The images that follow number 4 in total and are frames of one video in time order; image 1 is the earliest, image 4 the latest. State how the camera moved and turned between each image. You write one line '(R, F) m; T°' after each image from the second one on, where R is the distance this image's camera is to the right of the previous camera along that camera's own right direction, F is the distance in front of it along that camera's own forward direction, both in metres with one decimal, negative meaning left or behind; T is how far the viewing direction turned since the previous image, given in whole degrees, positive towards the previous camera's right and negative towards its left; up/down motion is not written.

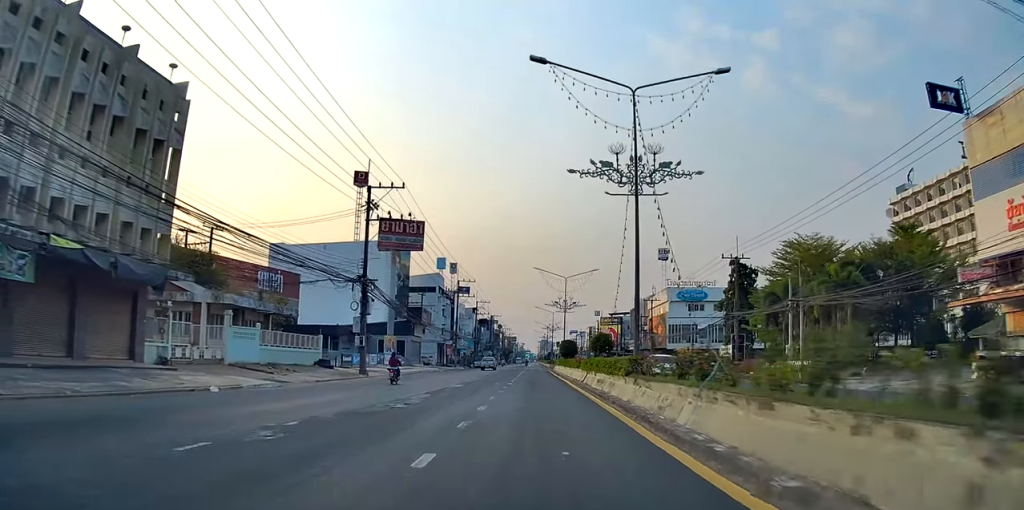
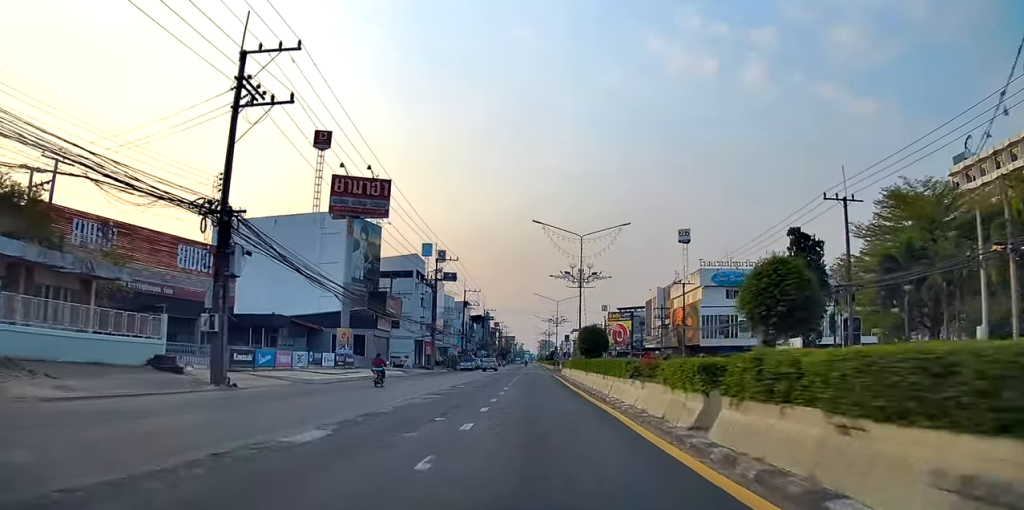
(+1.0, +20.5) m; +3°
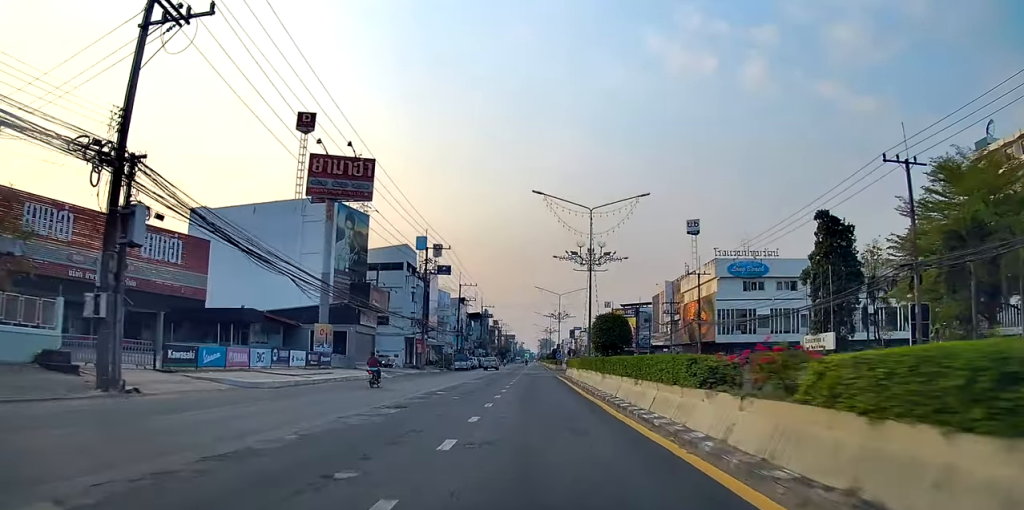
(0.0, +6.5) m; 0°
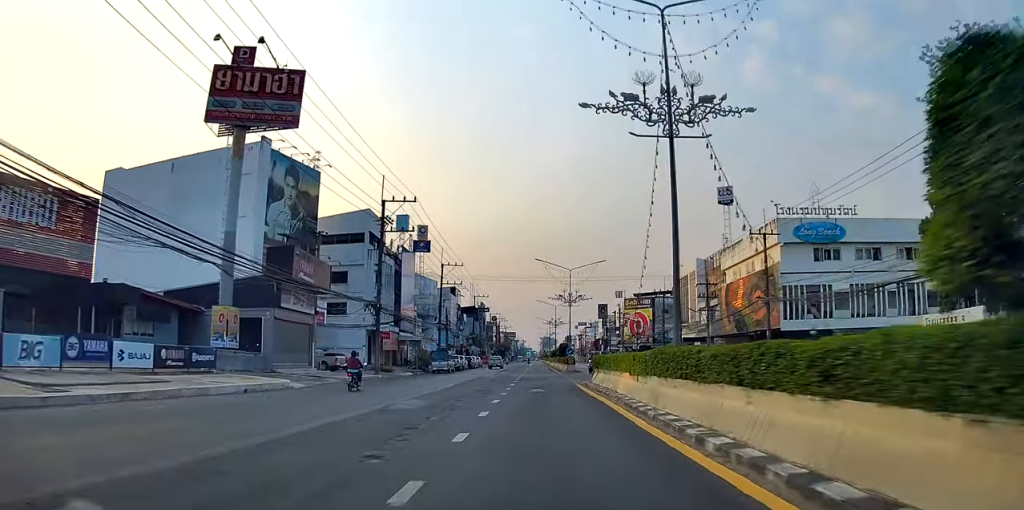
(+0.1, +19.6) m; 0°
